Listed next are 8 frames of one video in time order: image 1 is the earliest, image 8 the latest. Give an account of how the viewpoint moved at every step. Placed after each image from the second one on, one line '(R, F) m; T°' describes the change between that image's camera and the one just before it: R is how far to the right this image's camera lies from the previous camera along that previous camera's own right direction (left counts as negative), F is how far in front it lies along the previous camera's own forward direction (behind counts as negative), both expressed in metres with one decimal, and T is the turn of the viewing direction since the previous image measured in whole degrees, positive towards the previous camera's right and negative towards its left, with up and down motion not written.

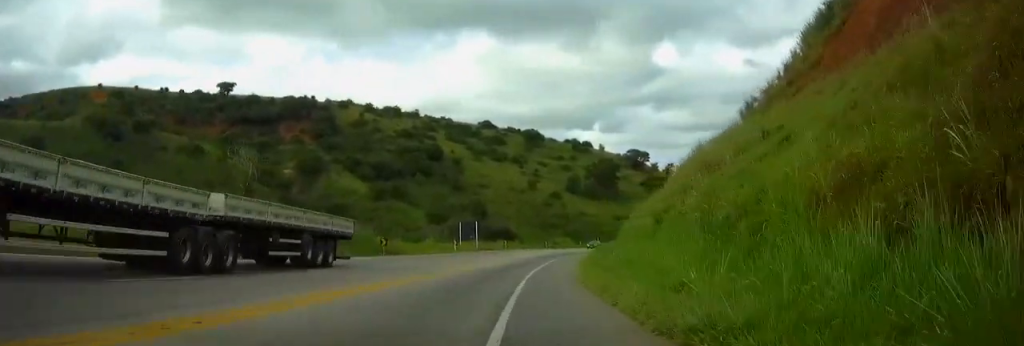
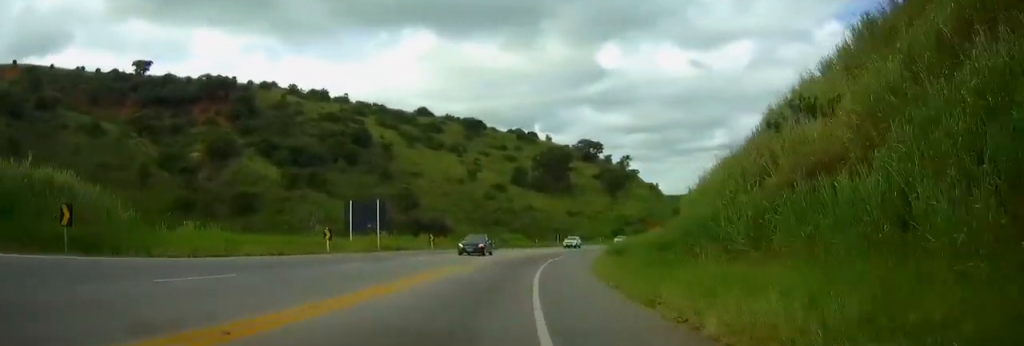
(+1.3, +34.2) m; +5°
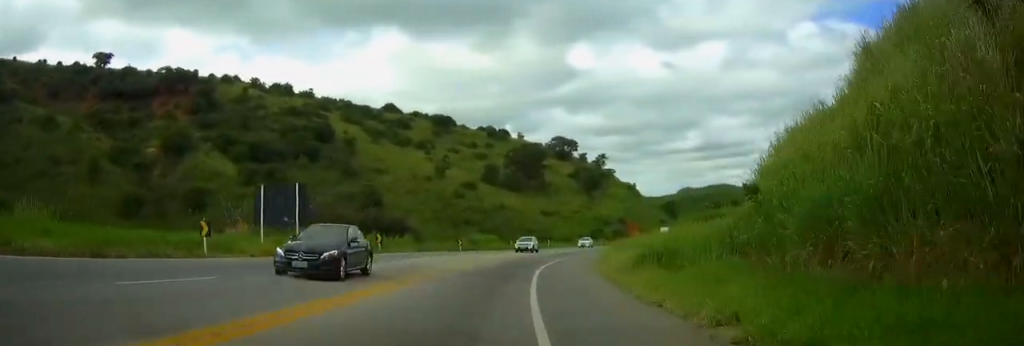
(+0.4, +13.1) m; +2°
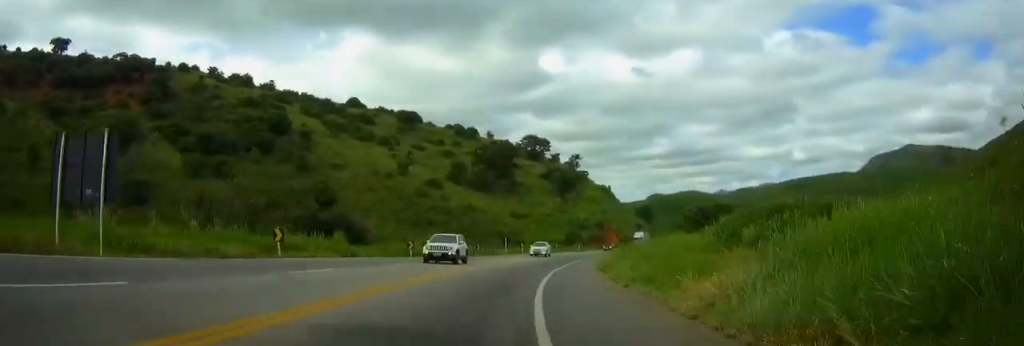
(+0.2, +15.7) m; +3°
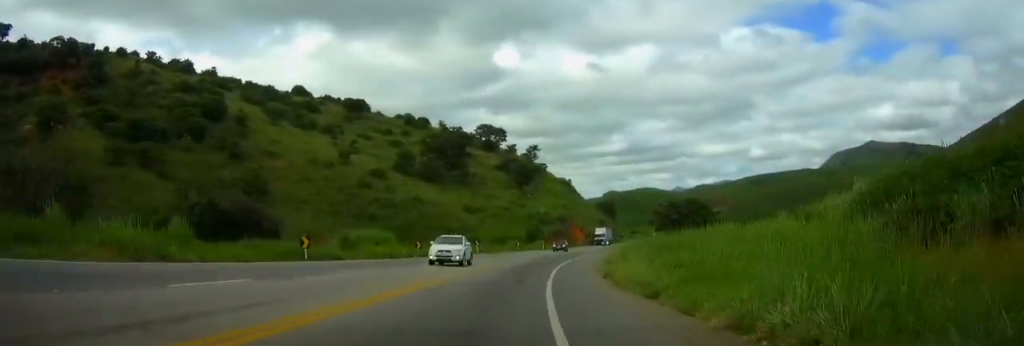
(+0.7, +17.9) m; +3°
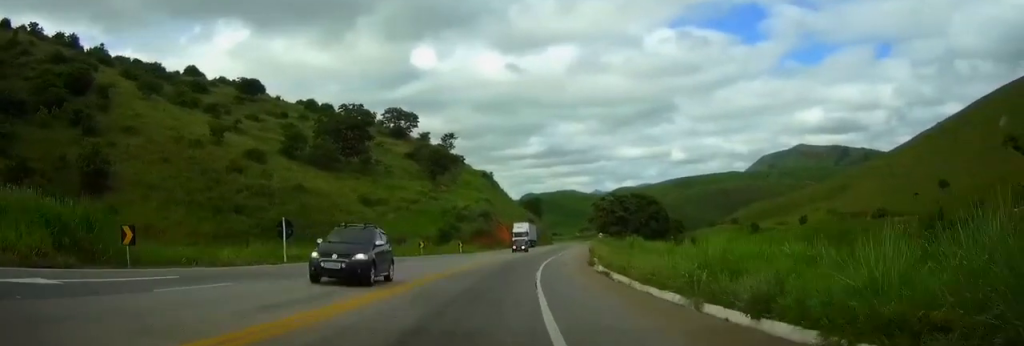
(+1.7, +33.7) m; +6°
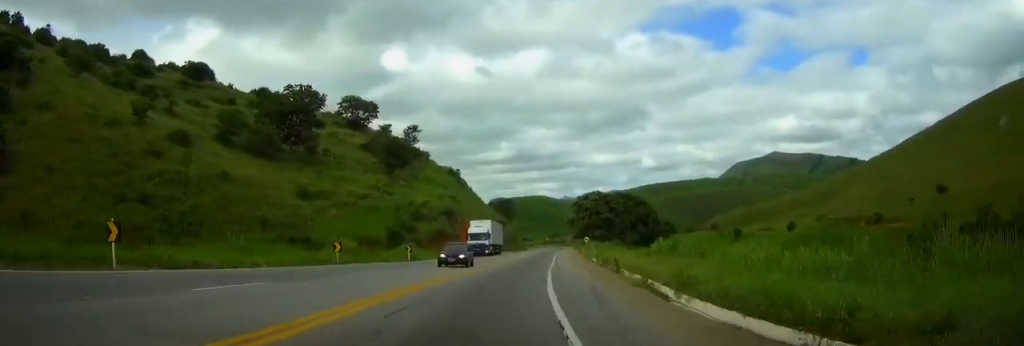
(+0.7, +21.9) m; +3°
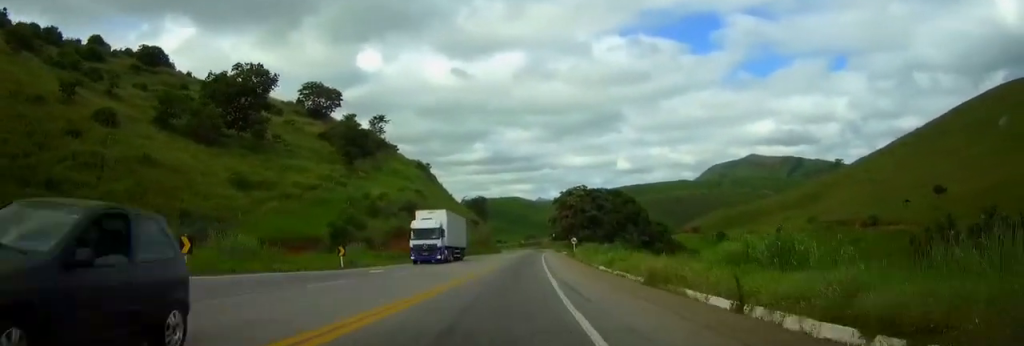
(+0.4, +17.1) m; +2°
